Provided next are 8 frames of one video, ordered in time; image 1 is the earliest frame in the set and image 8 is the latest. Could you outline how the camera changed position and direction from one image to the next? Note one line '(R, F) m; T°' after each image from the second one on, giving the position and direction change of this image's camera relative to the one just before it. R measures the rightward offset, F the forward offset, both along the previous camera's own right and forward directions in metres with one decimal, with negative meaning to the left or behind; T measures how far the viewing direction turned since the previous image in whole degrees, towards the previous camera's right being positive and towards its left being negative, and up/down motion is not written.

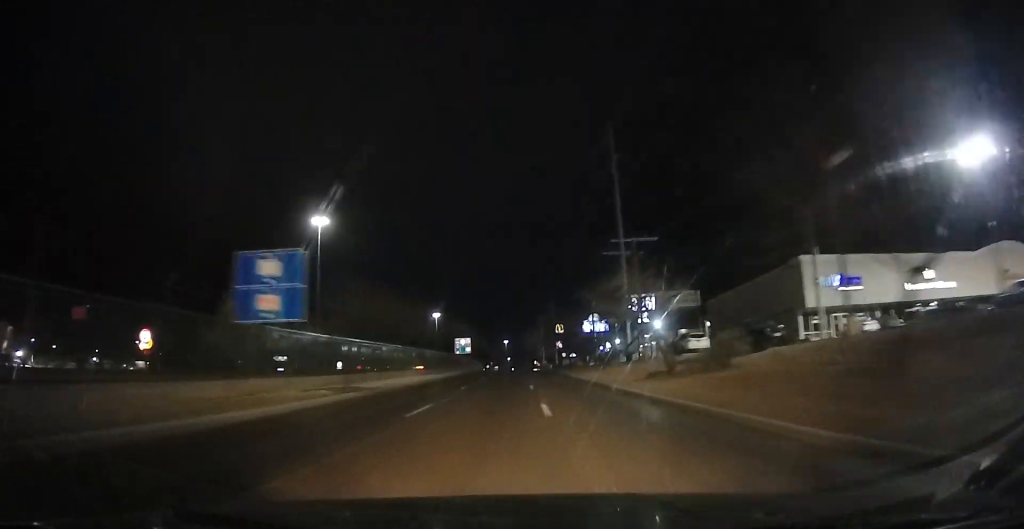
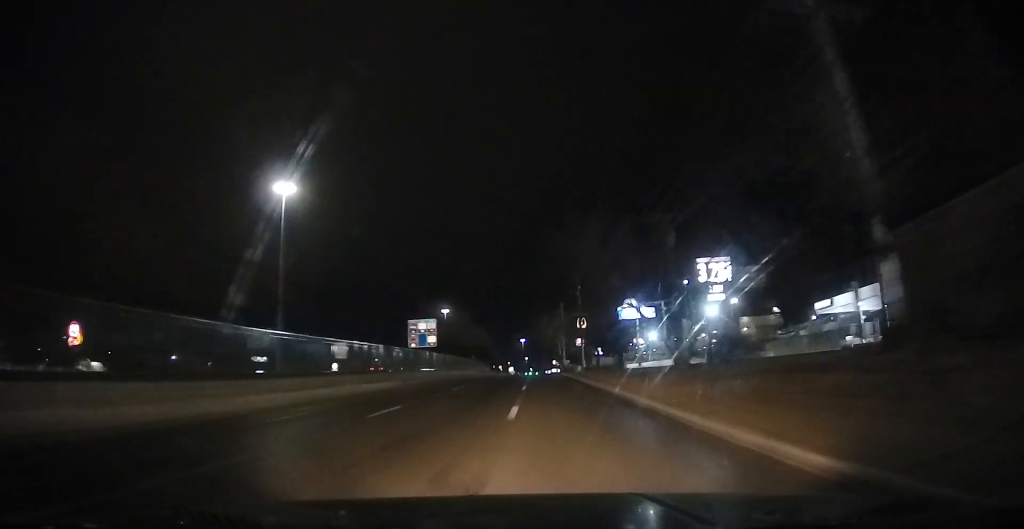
(+0.3, +37.2) m; -1°
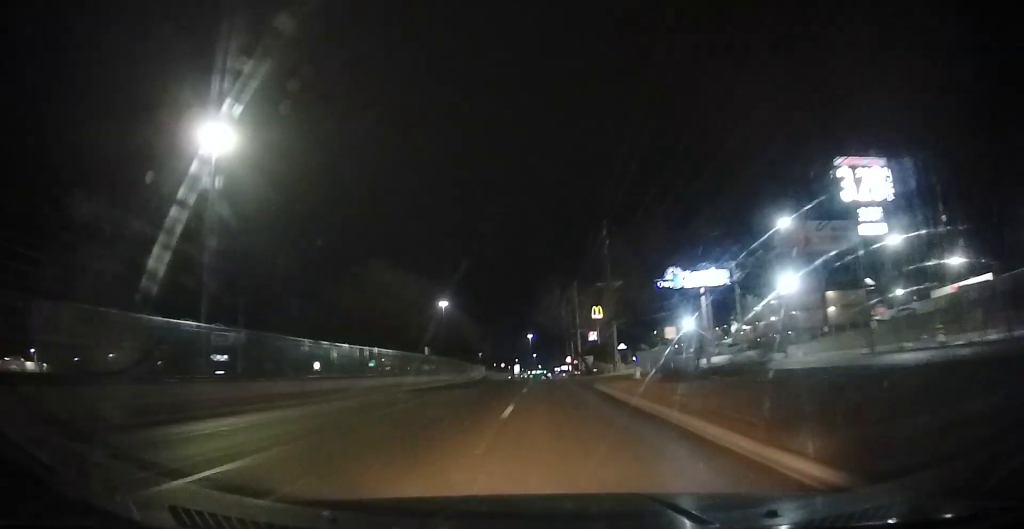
(-1.4, +36.4) m; -2°
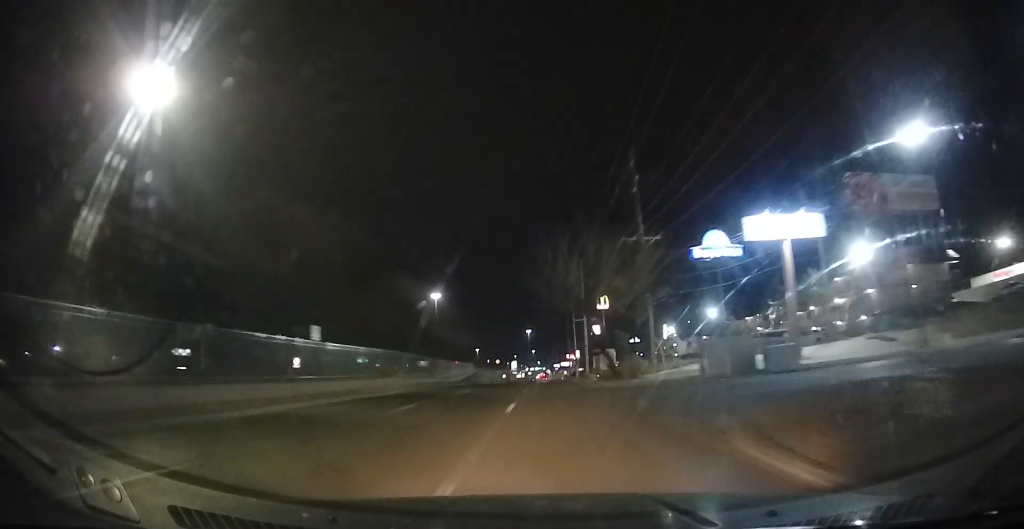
(0.0, +22.3) m; 0°
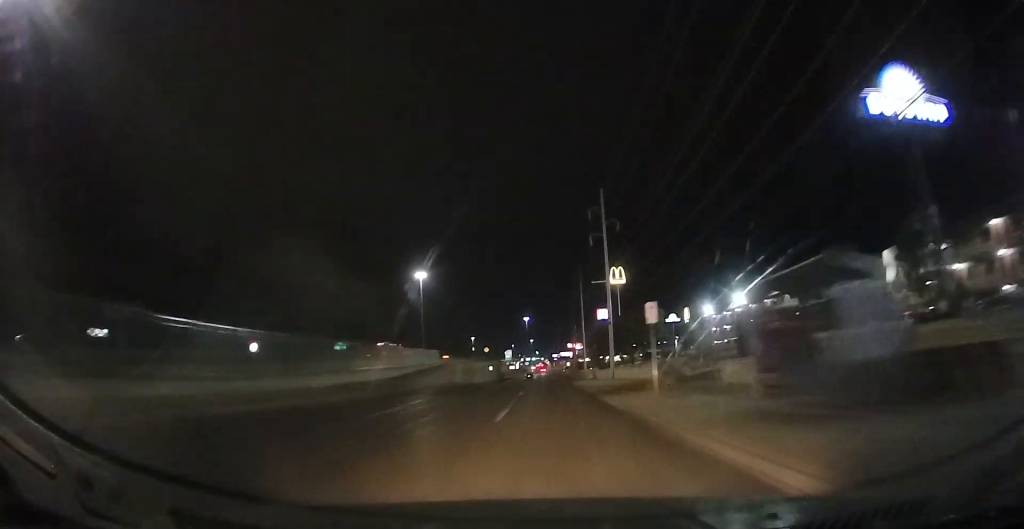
(+0.3, +38.1) m; 0°
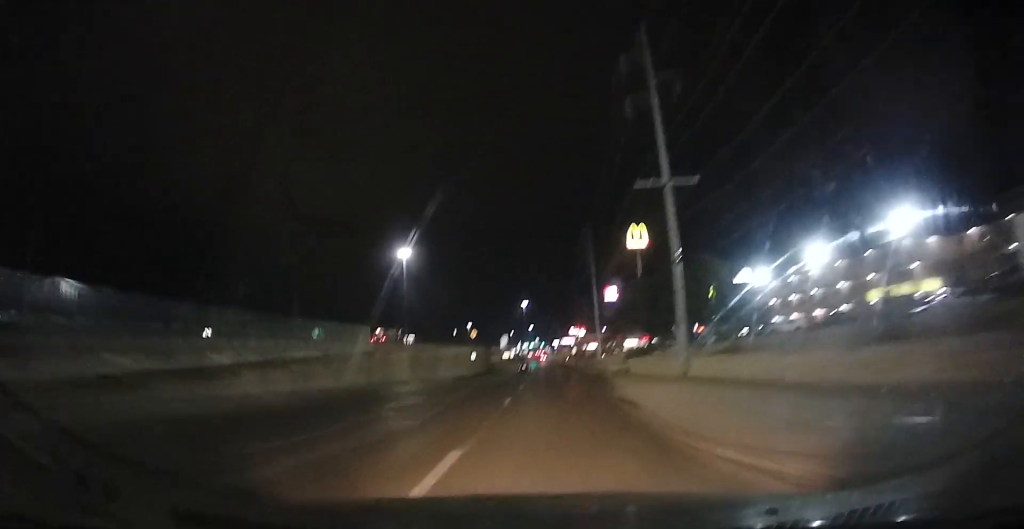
(-0.1, +32.5) m; -1°
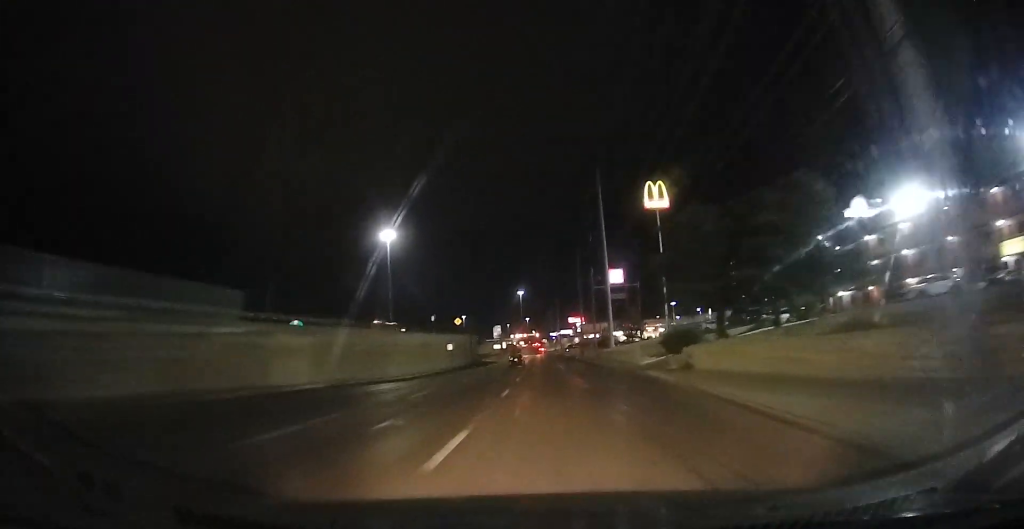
(-0.2, +22.3) m; 0°
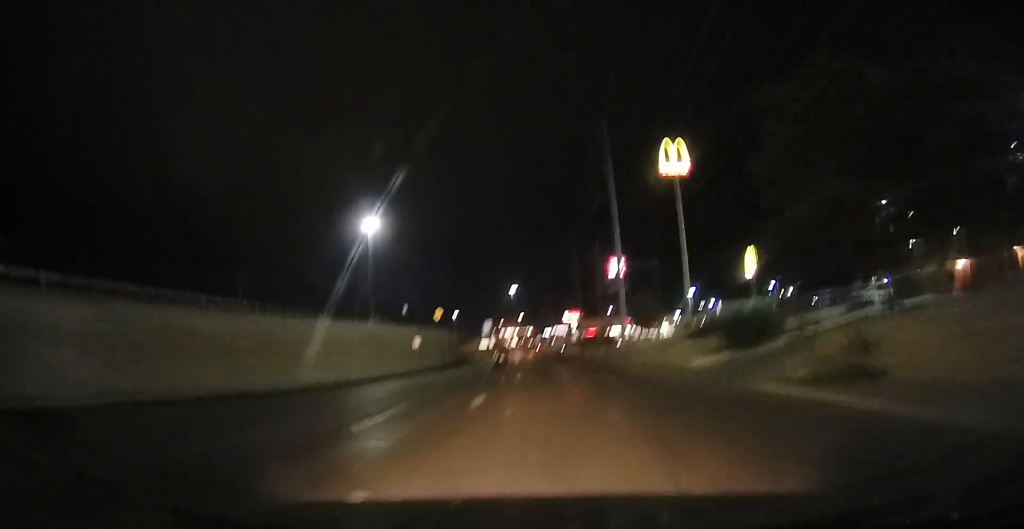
(0.0, +16.8) m; +1°
